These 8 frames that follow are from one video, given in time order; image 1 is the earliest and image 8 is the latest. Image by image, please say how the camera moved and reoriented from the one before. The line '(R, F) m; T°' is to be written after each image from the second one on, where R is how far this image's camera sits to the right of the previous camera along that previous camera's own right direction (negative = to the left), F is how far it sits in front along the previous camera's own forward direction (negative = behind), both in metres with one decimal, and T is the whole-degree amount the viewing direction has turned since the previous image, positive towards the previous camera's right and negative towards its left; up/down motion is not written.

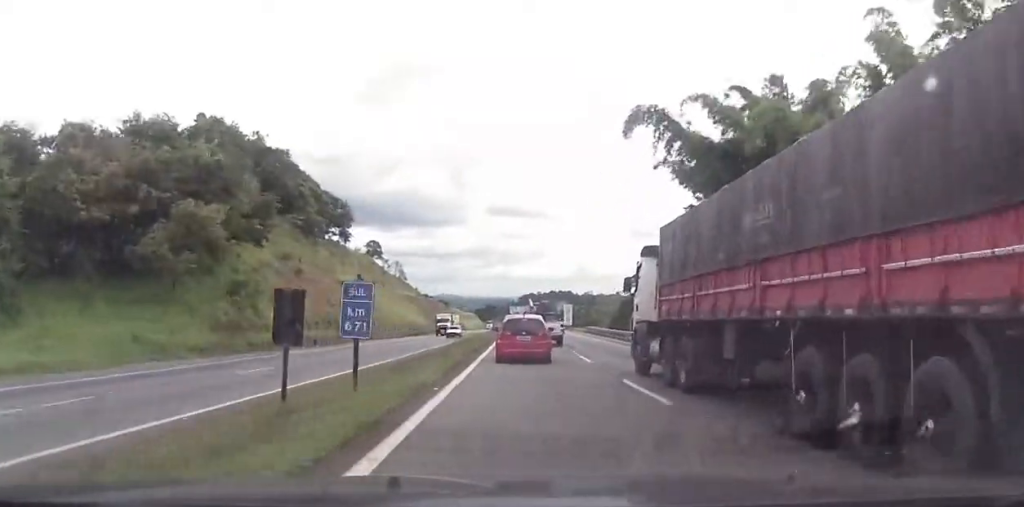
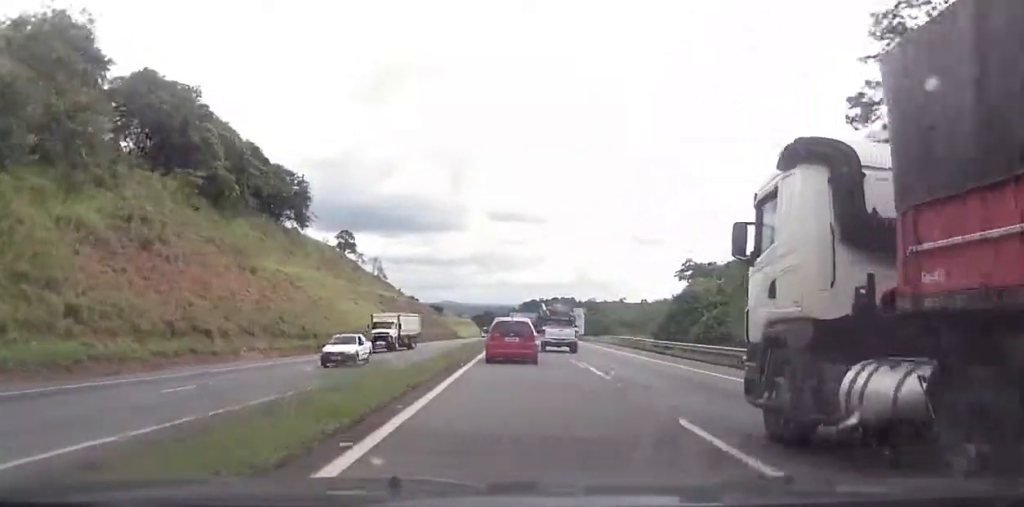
(0.0, +29.4) m; 0°
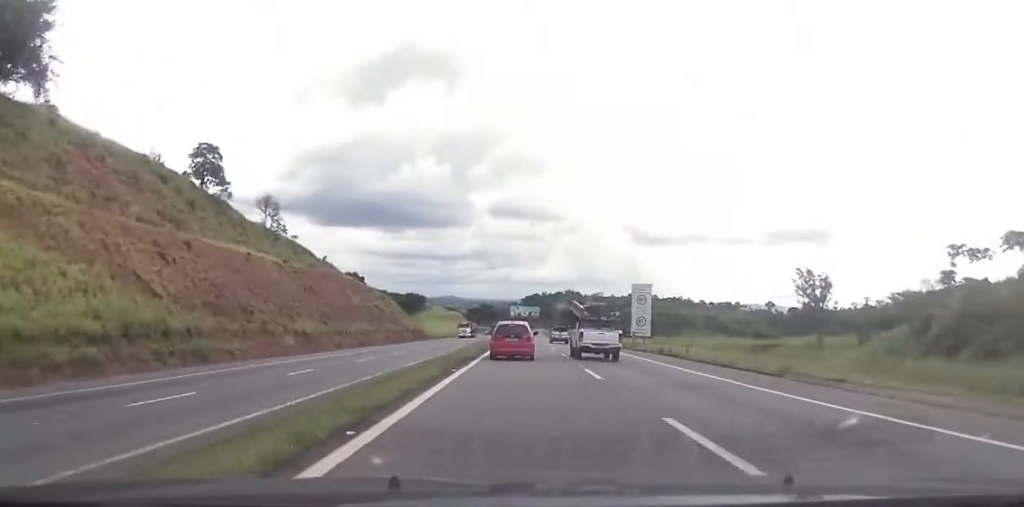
(+0.5, +69.2) m; 0°
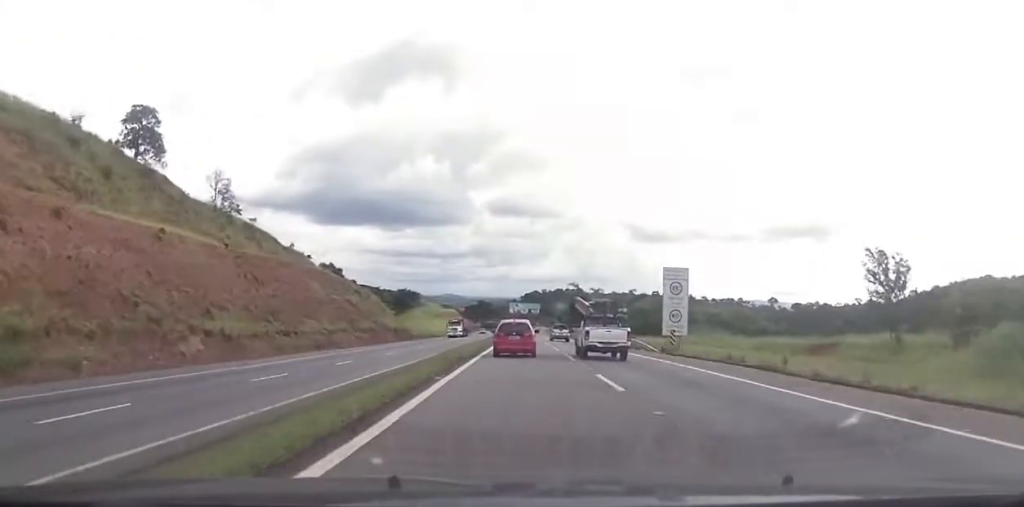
(+0.1, +15.1) m; 0°
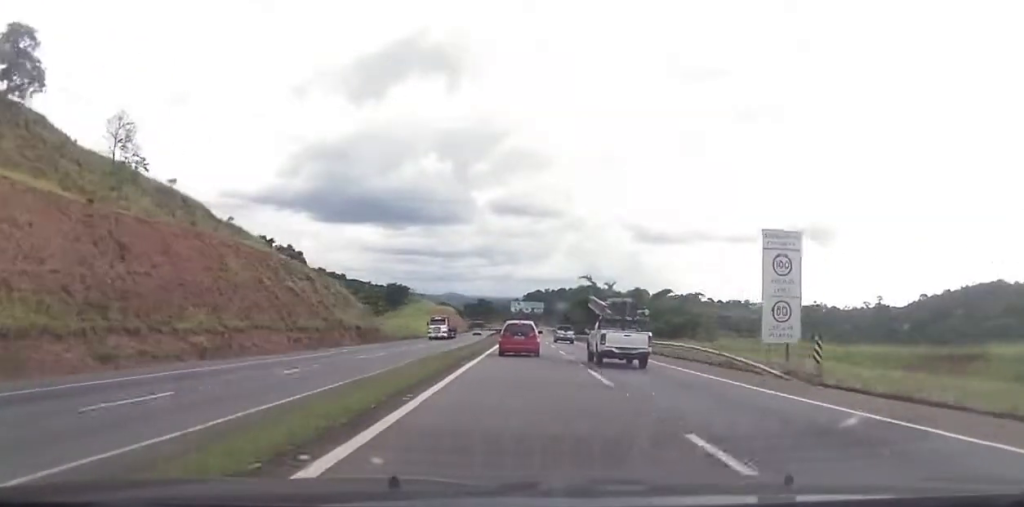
(-0.2, +21.3) m; 0°
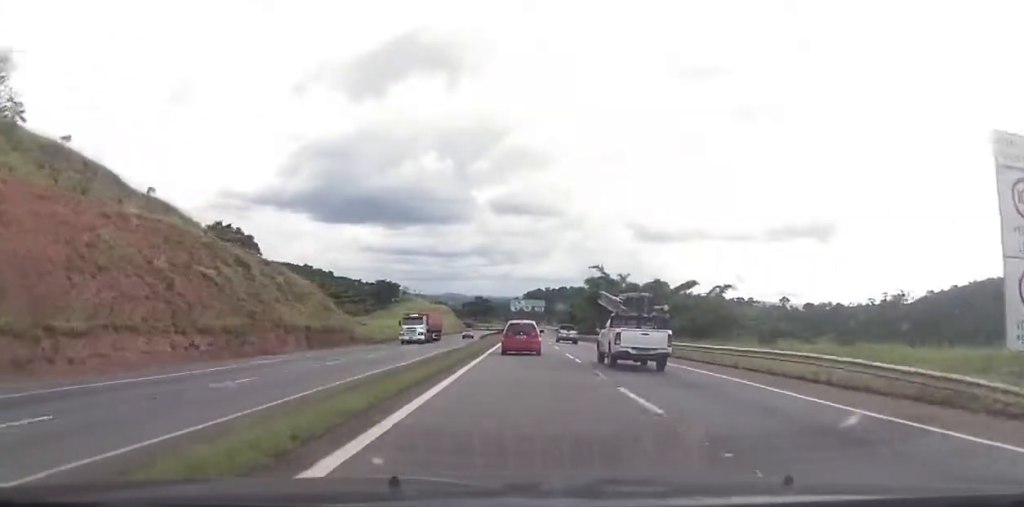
(0.0, +16.7) m; 0°
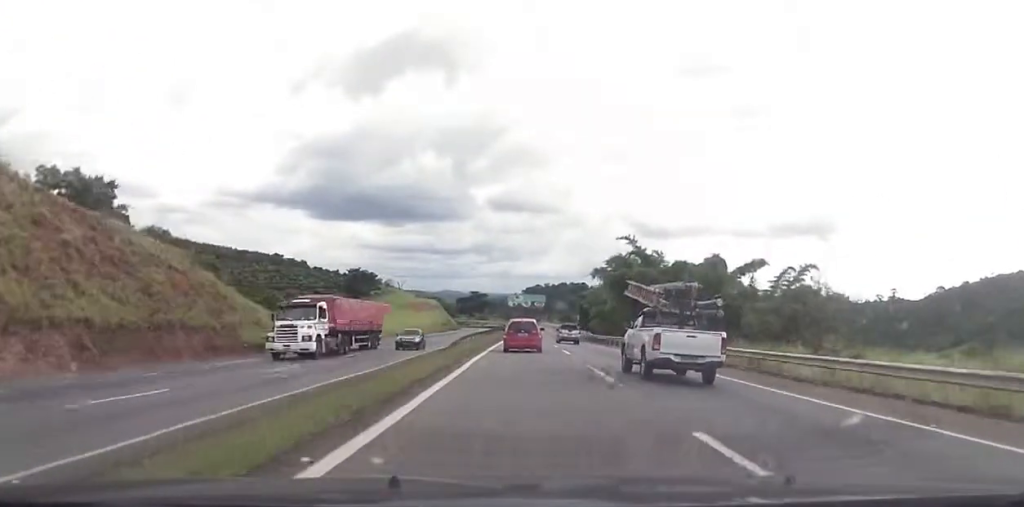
(+0.1, +29.1) m; 0°
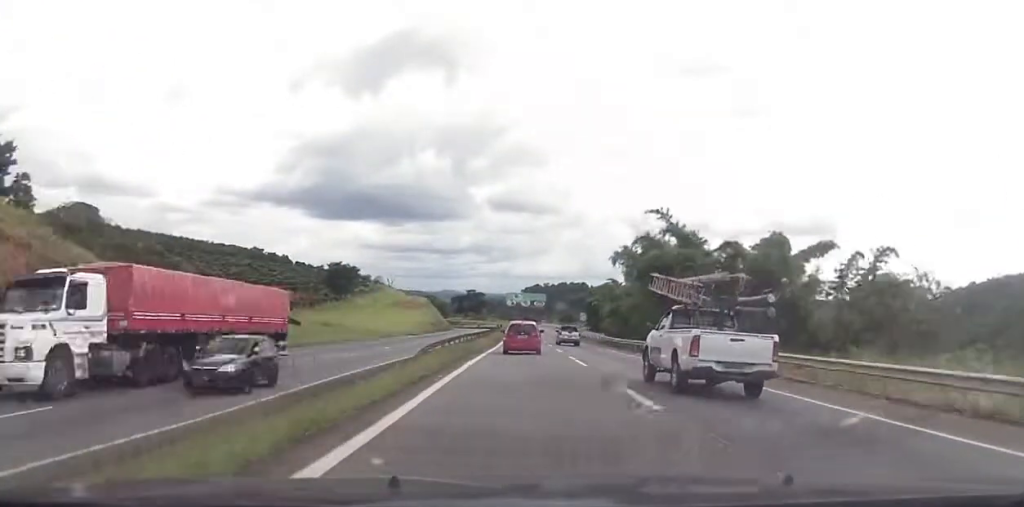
(0.0, +16.4) m; 0°
